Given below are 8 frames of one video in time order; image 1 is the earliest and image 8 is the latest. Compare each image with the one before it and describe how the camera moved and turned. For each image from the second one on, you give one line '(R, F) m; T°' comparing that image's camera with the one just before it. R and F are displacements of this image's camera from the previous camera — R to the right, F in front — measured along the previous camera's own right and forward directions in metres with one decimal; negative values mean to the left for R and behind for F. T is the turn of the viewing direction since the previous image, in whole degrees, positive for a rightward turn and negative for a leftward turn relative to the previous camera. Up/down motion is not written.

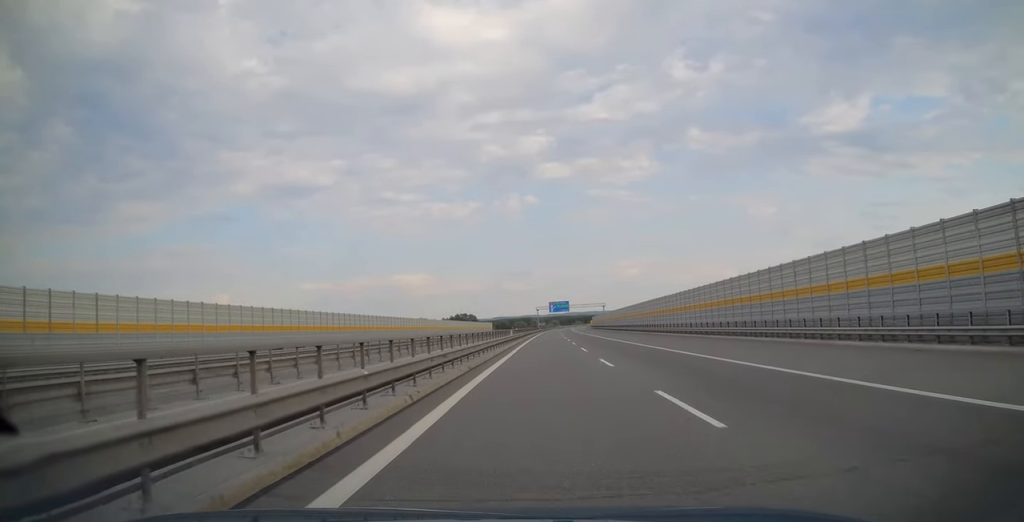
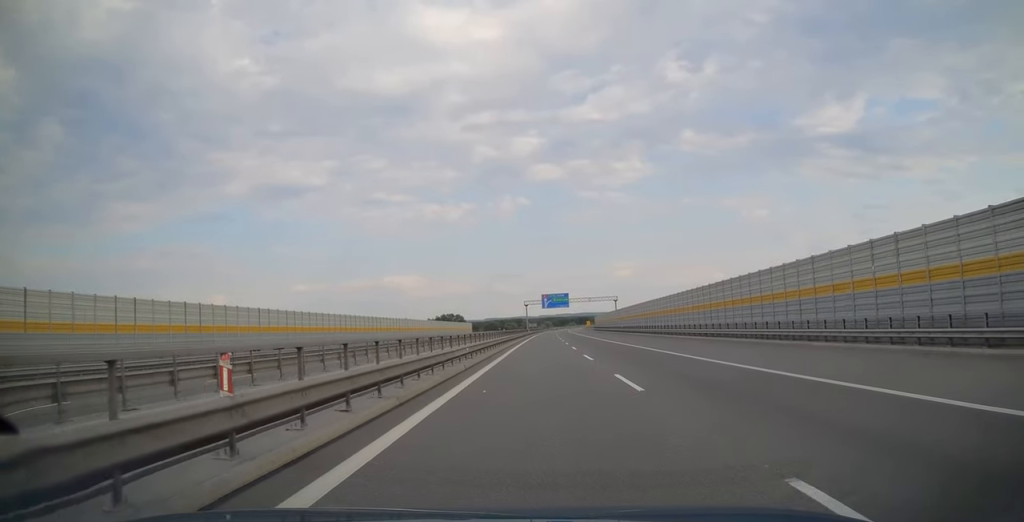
(0.0, +43.0) m; 0°
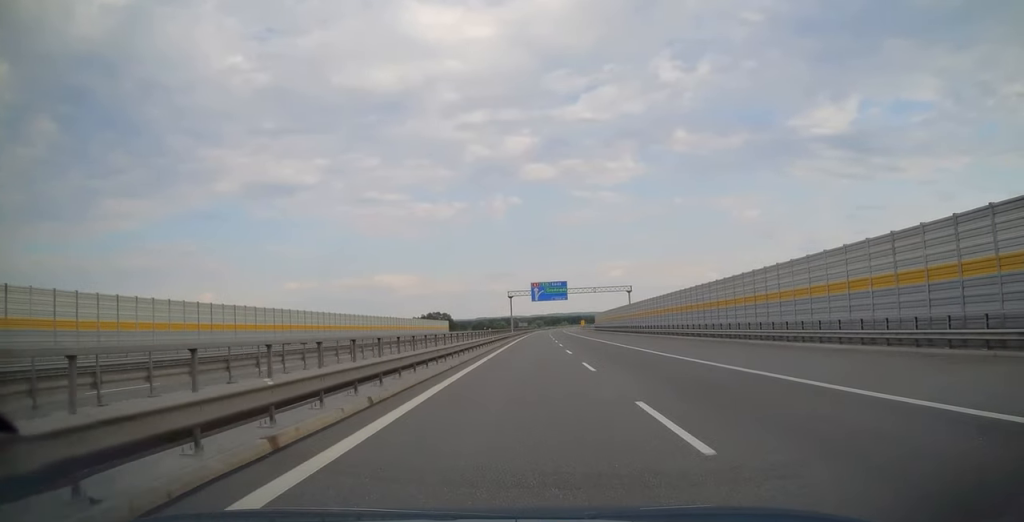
(+0.2, +30.5) m; +1°
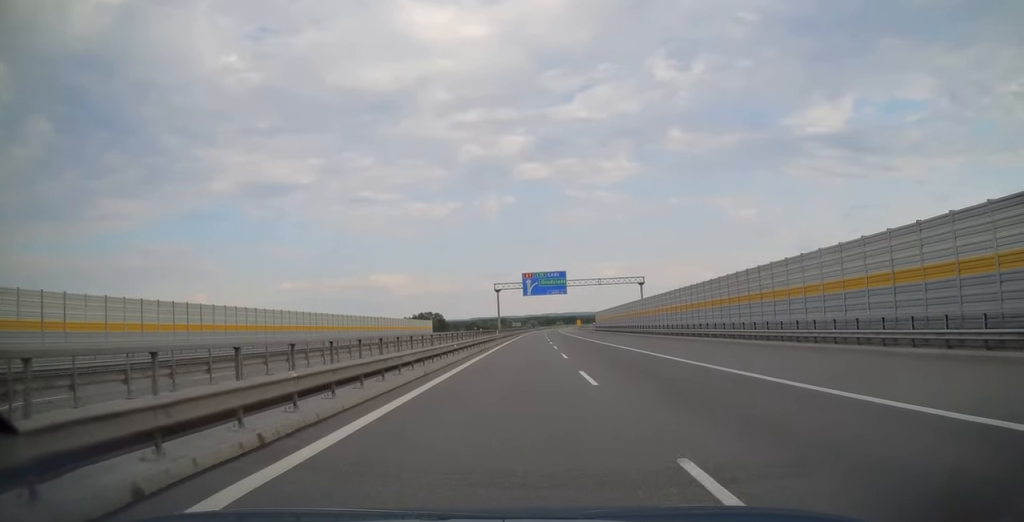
(+0.1, +16.4) m; +1°
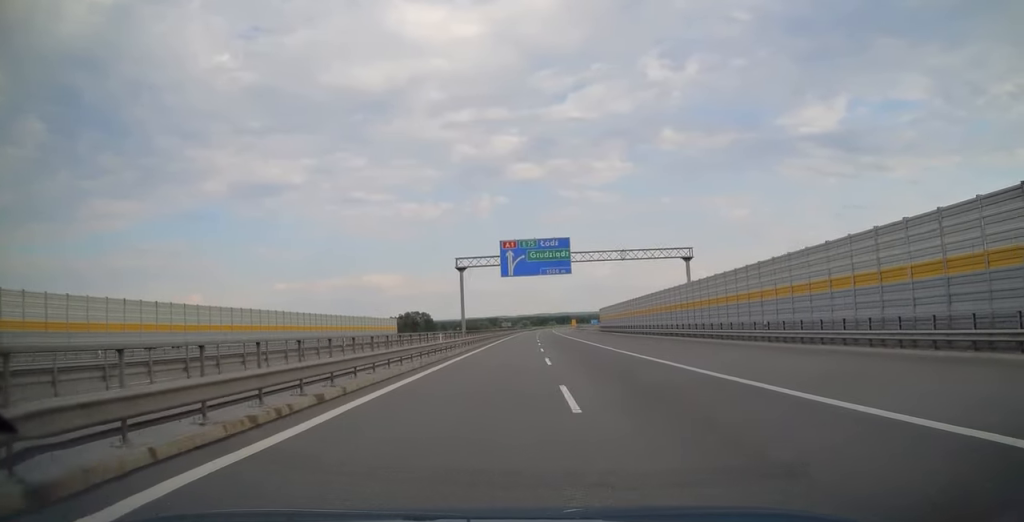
(+0.2, +28.4) m; +1°
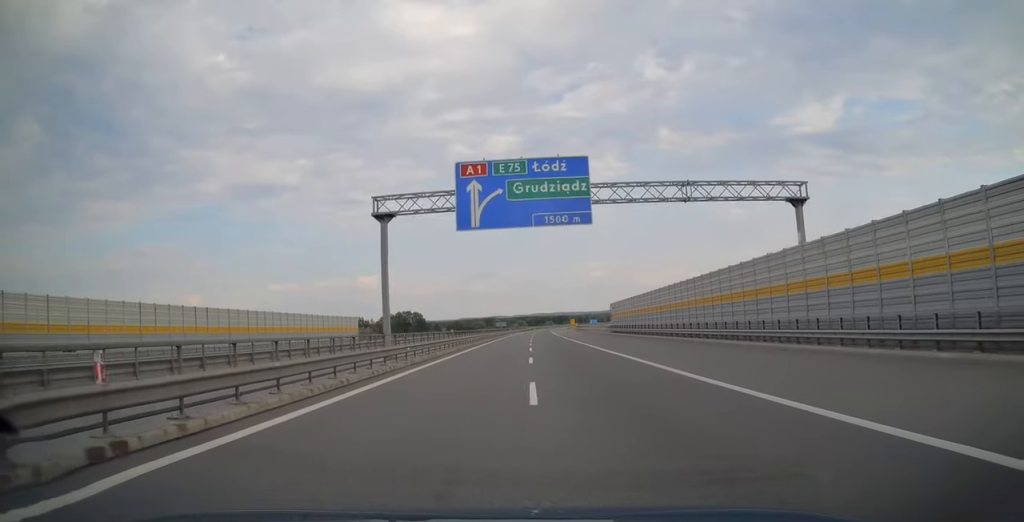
(+0.2, +22.9) m; +1°
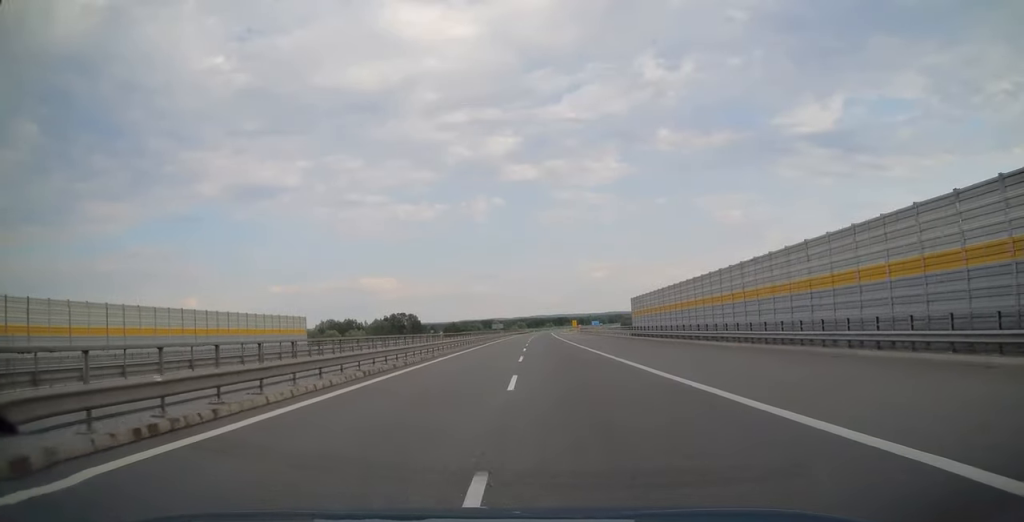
(+0.1, +21.3) m; 0°
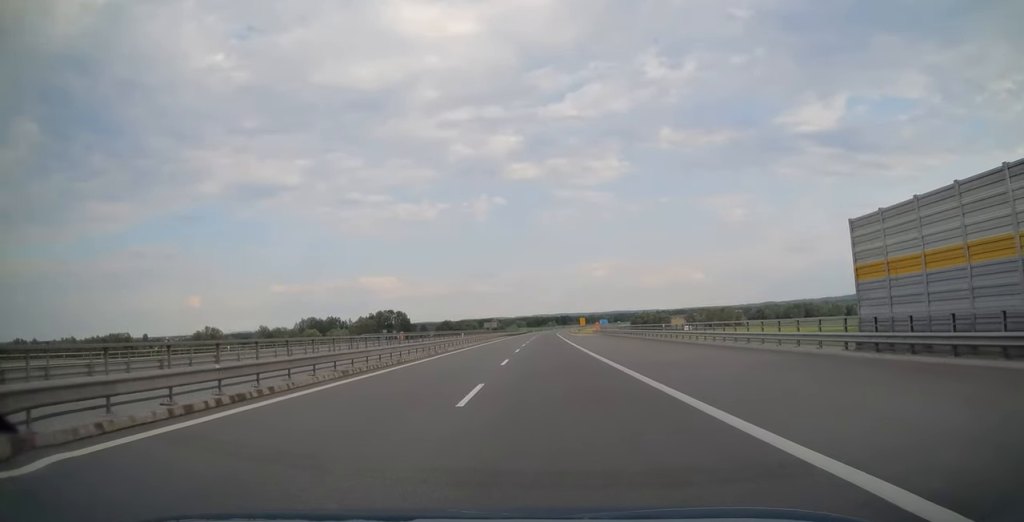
(-0.1, +50.6) m; 0°
